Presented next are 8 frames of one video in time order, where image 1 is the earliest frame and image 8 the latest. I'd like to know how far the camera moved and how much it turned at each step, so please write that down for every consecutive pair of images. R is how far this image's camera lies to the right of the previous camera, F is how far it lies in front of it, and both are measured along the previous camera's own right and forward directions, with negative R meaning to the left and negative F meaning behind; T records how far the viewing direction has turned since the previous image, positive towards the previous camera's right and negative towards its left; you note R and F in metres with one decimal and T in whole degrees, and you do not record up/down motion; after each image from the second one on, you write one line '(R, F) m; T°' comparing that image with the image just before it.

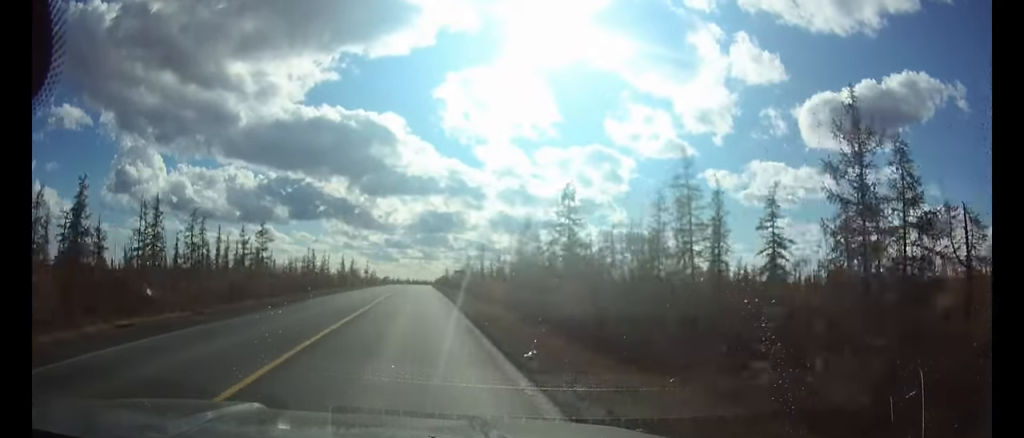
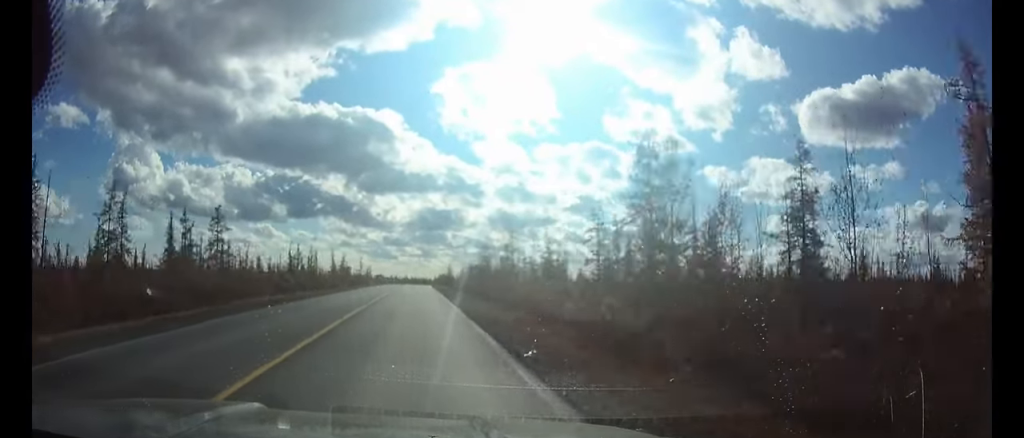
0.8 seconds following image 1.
(0.0, +21.4) m; 0°
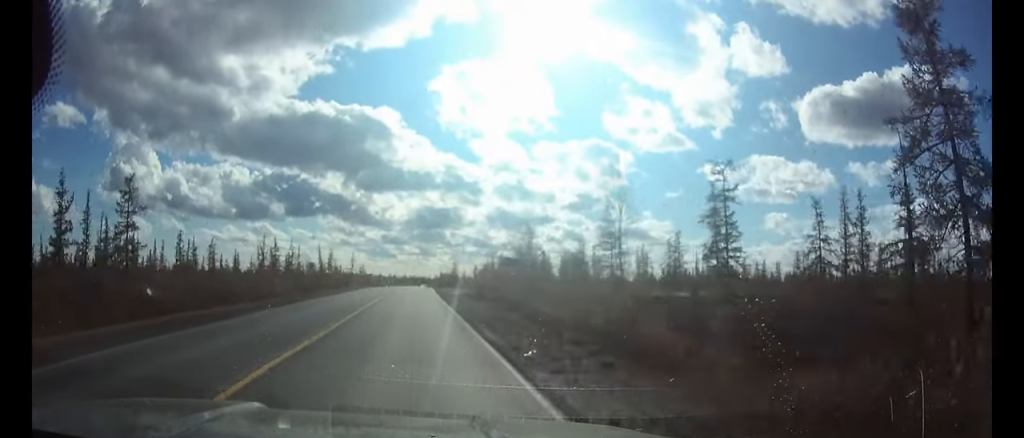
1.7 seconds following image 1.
(0.0, +24.7) m; 0°
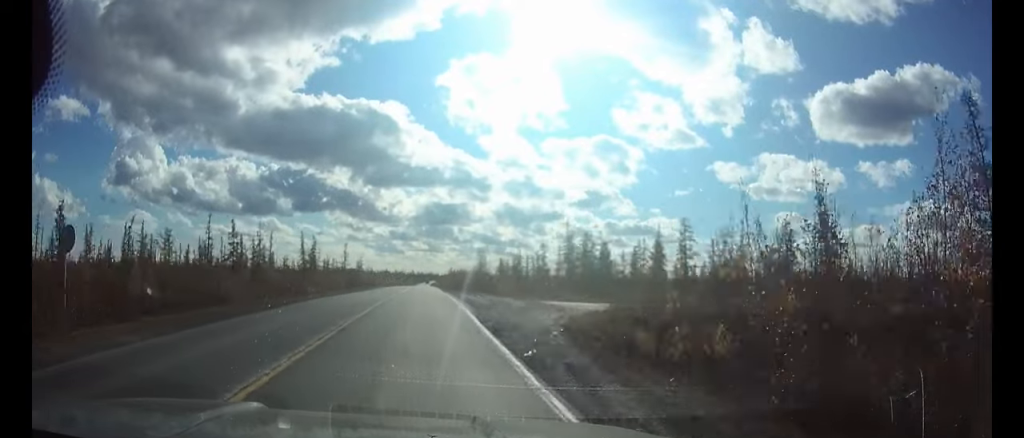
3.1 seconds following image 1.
(-0.1, +37.1) m; 0°
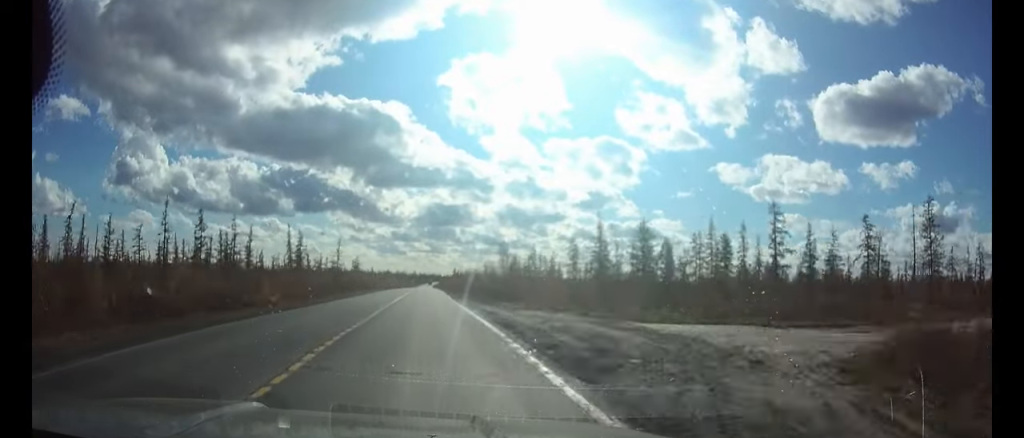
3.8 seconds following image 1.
(0.0, +16.7) m; 0°
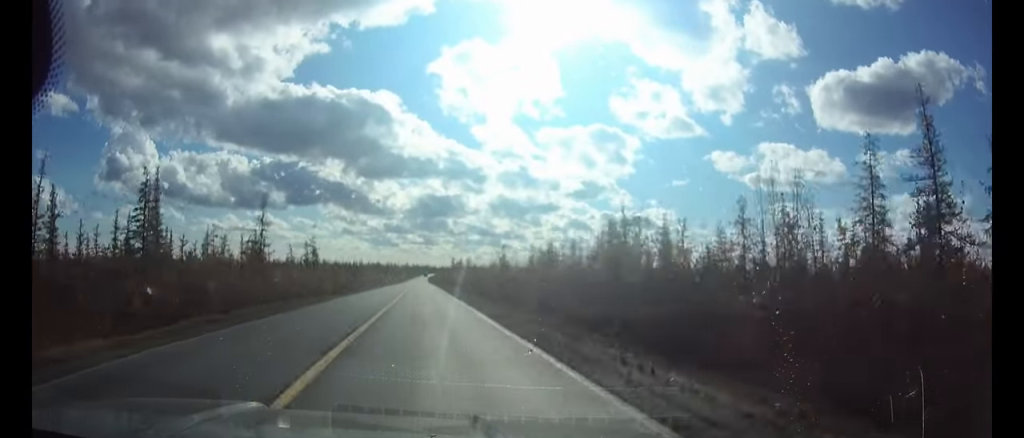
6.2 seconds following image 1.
(+0.3, +65.1) m; 0°
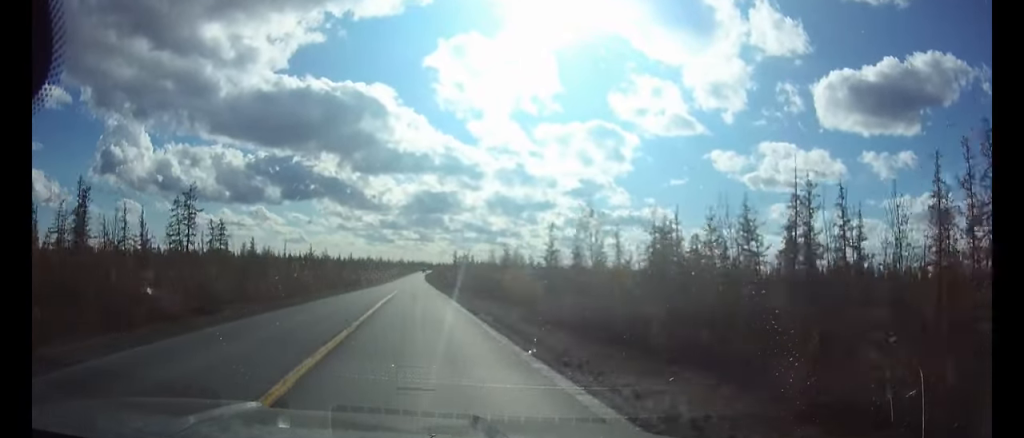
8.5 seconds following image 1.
(+0.1, +61.7) m; 0°
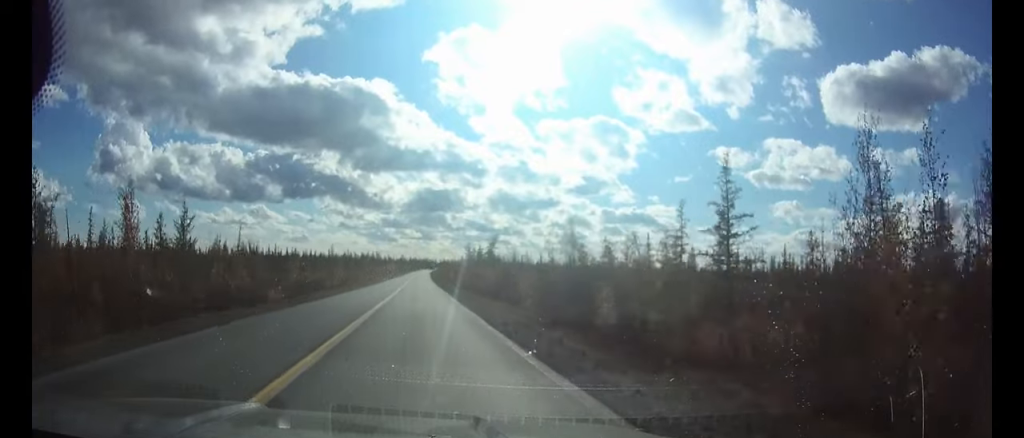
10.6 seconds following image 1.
(-0.2, +57.9) m; 0°
